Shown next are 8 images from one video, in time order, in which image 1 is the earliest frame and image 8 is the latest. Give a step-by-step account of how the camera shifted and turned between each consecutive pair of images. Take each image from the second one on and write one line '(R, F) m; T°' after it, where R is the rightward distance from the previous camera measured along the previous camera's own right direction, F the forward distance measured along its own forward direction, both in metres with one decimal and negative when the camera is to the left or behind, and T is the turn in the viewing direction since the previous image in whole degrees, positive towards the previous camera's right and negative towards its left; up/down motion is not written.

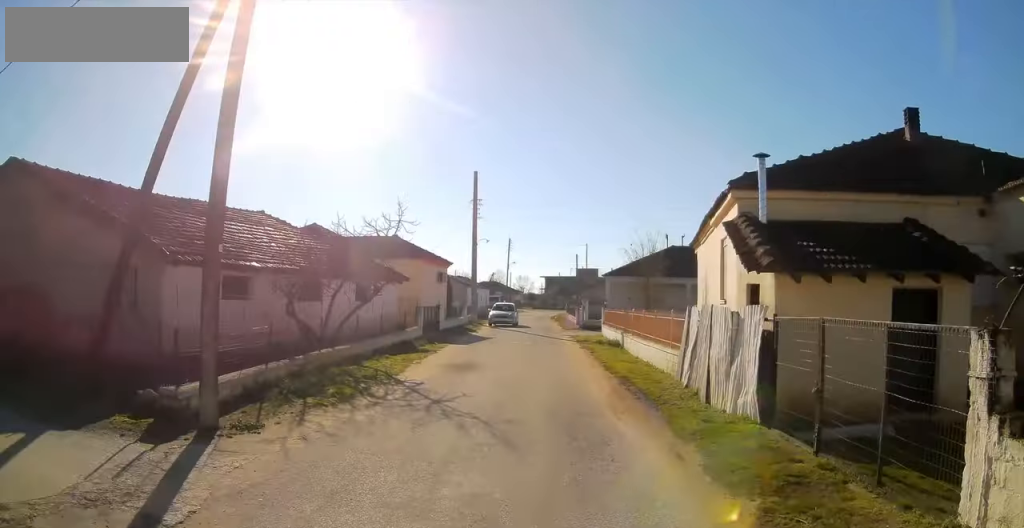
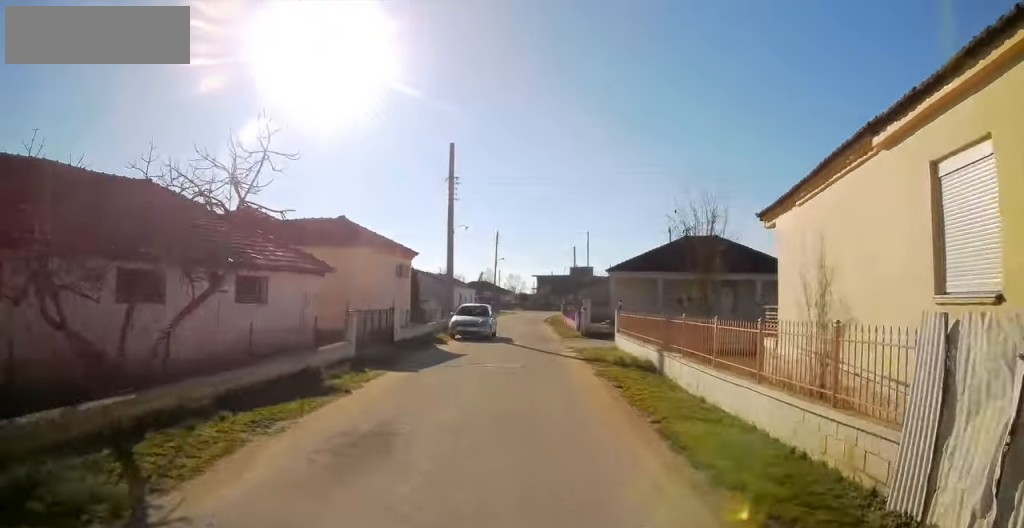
(+0.1, +8.1) m; +1°
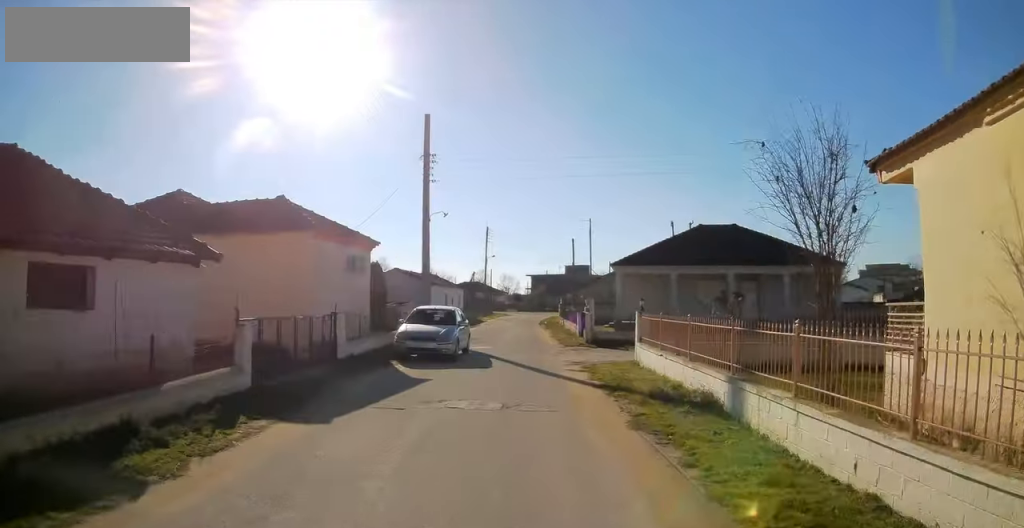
(0.0, +5.7) m; 0°
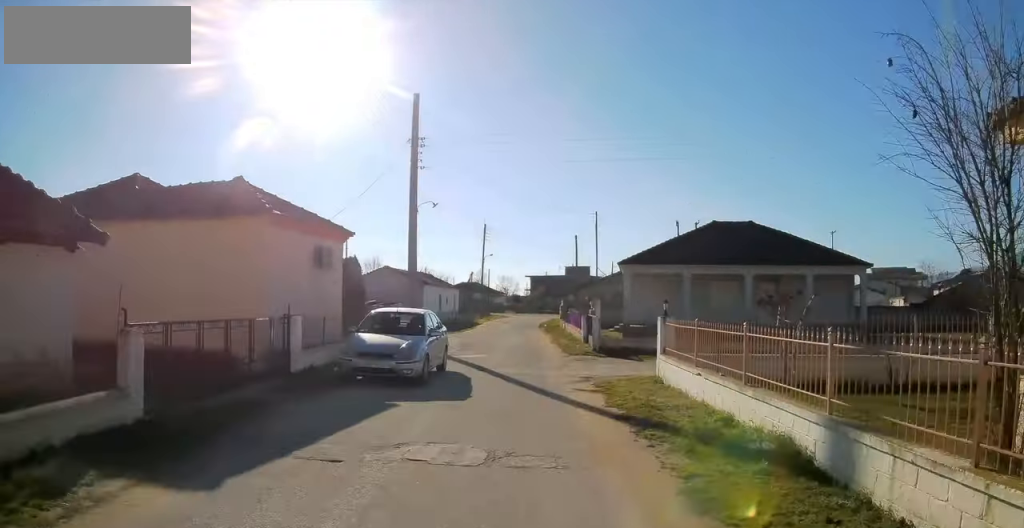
(0.0, +3.0) m; 0°
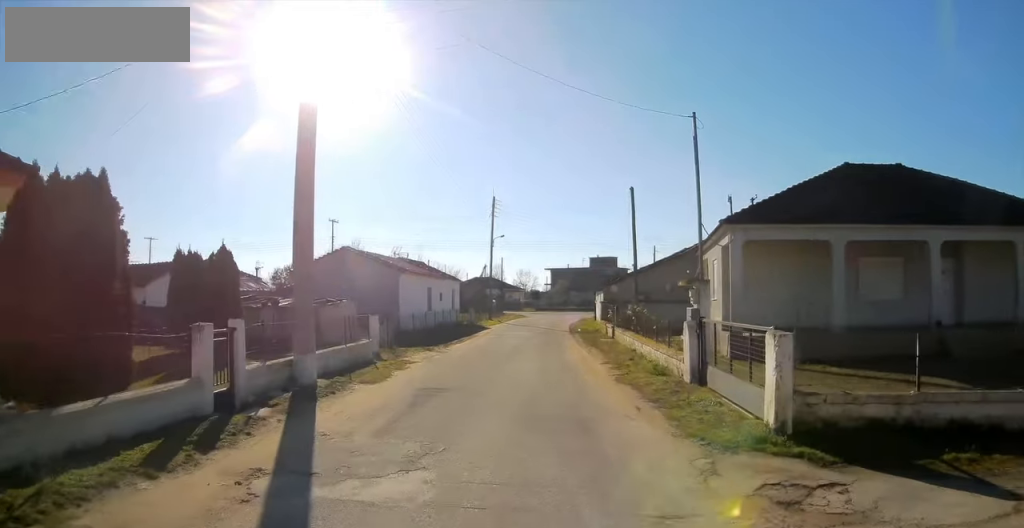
(+0.4, +13.9) m; +2°
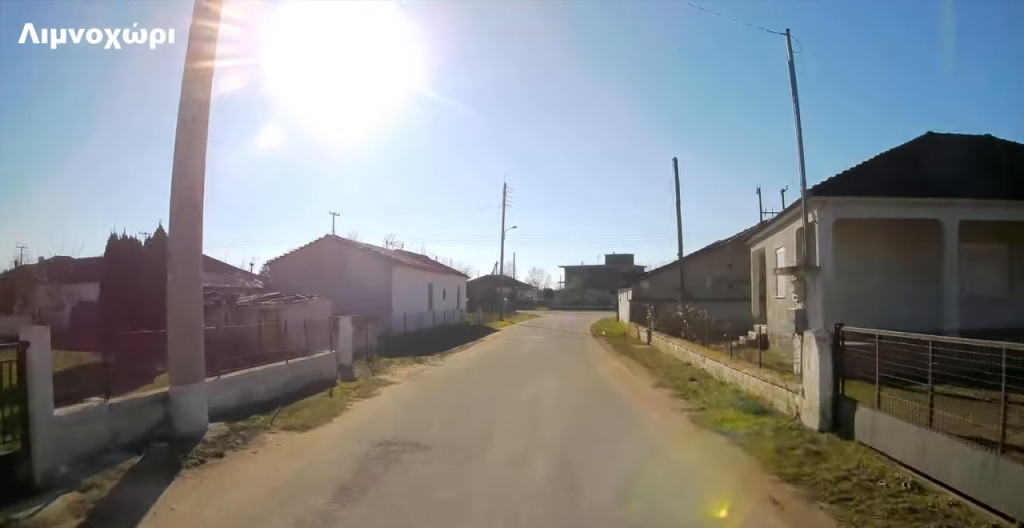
(-0.1, +4.5) m; -2°
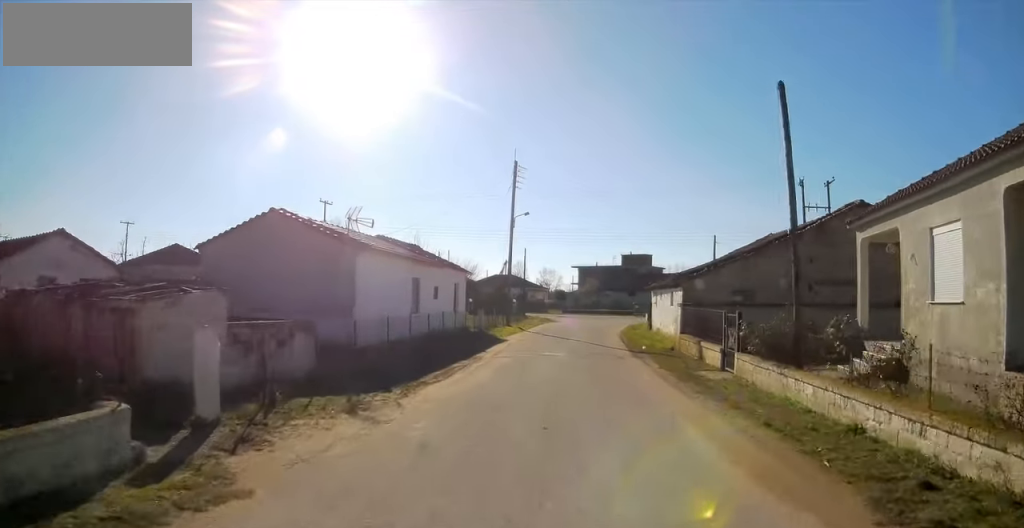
(-0.2, +6.9) m; -2°
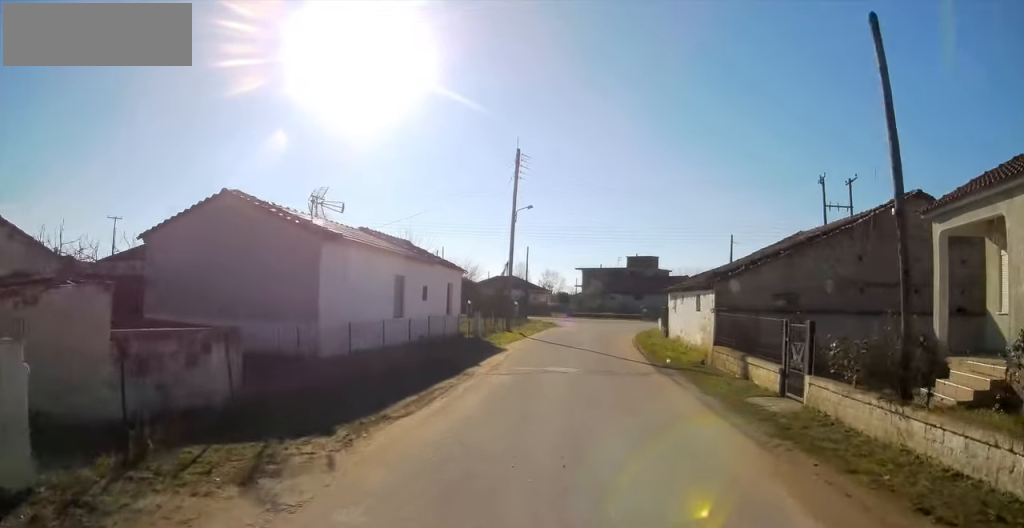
(-0.1, +3.3) m; 0°
